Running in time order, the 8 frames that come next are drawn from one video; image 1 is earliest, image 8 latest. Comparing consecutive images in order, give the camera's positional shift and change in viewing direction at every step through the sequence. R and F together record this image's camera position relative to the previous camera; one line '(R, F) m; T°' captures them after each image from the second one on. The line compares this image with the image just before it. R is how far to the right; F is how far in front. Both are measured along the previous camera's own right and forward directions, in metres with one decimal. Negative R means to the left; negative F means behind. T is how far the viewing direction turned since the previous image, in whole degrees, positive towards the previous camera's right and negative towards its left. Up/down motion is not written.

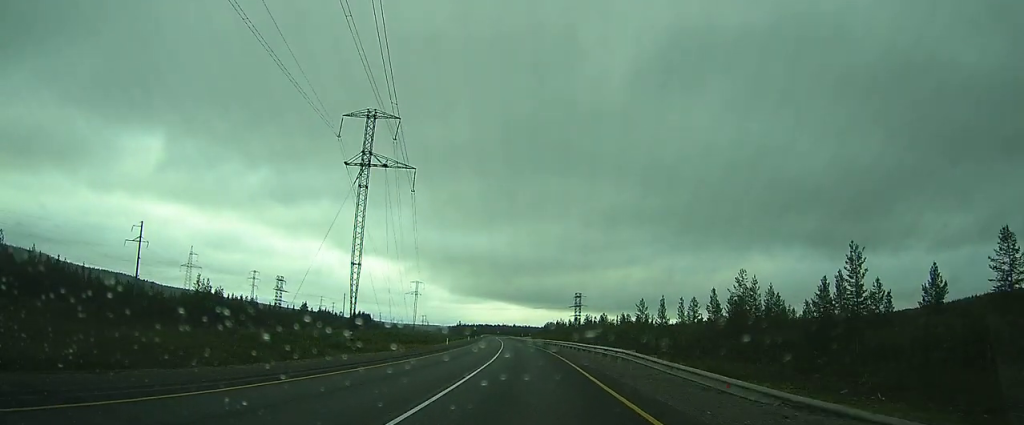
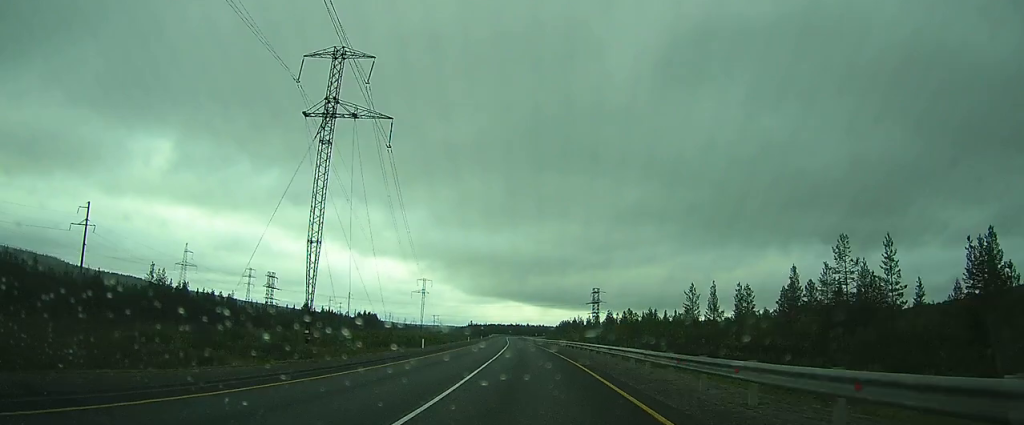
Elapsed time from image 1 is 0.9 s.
(-0.3, +16.7) m; -2°
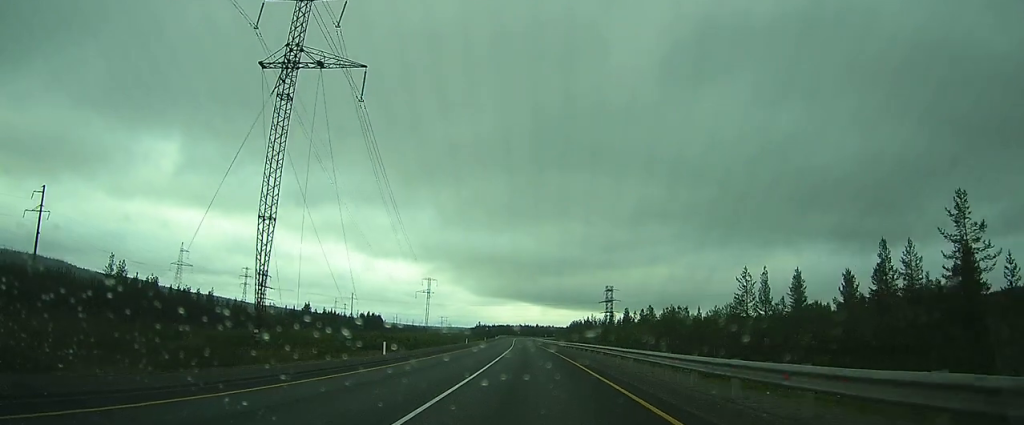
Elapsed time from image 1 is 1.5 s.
(-0.1, +10.2) m; -1°
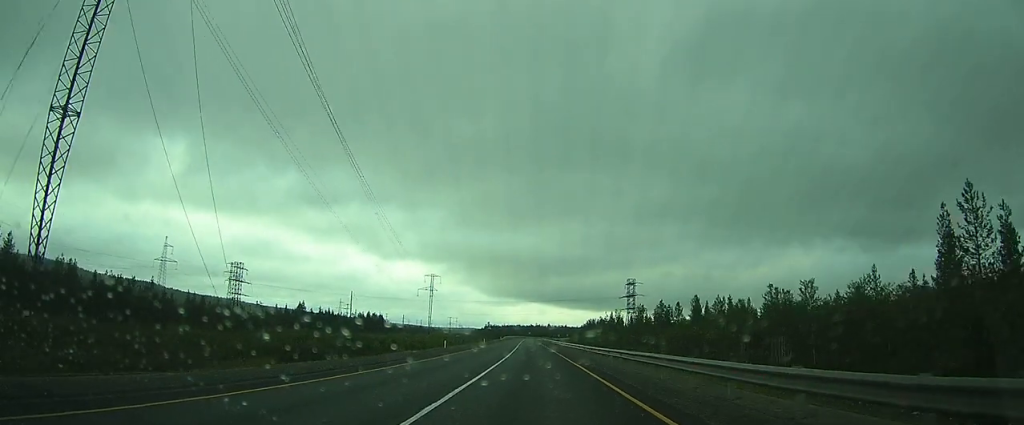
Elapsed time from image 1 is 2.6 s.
(-0.4, +19.6) m; -3°
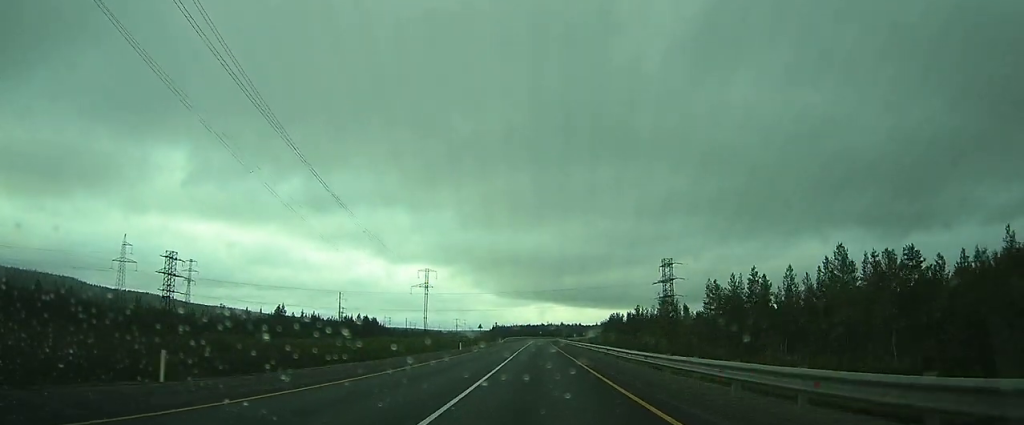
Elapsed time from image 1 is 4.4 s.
(-0.8, +37.3) m; -1°
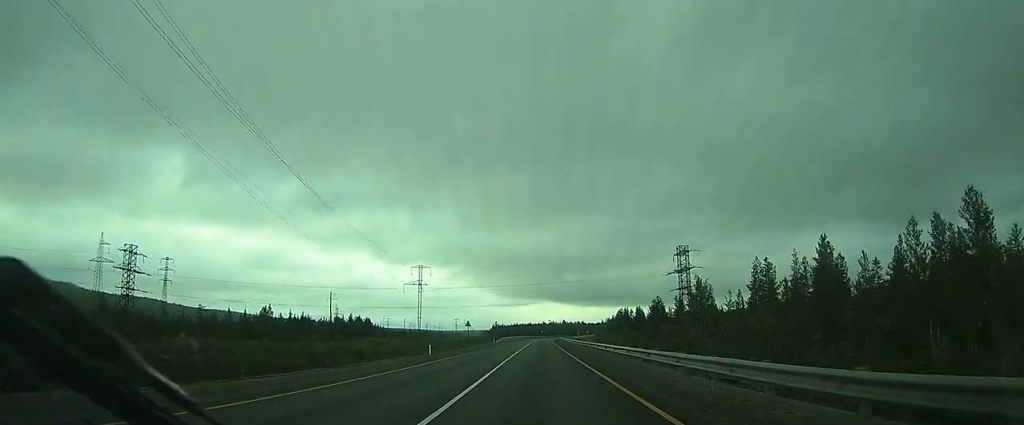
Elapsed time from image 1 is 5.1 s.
(0.0, +16.7) m; 0°
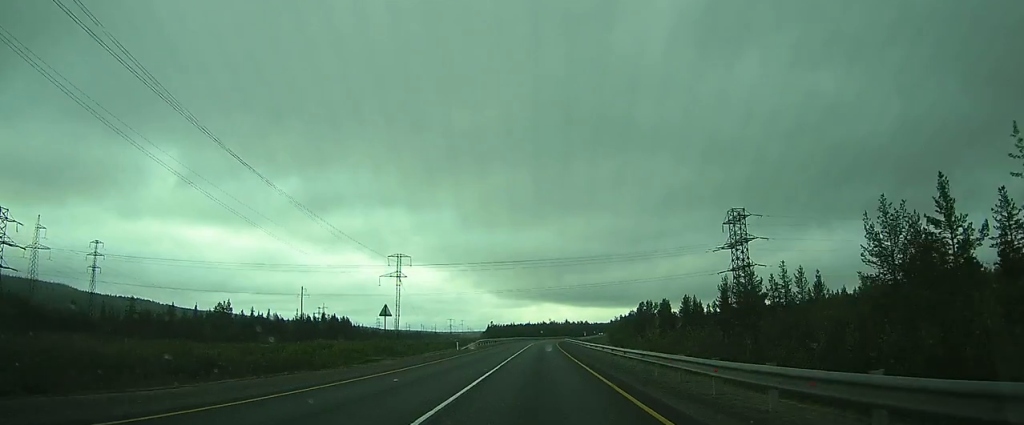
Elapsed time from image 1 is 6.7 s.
(0.0, +41.8) m; 0°
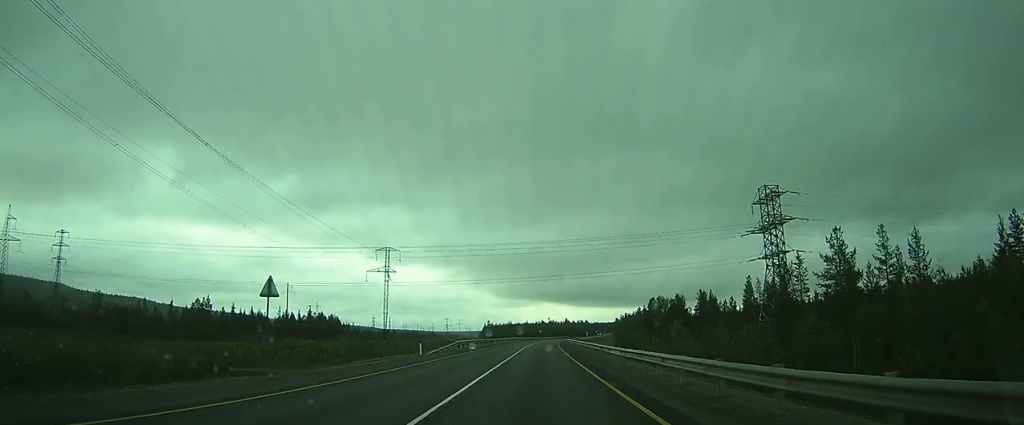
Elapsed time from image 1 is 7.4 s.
(0.0, +17.2) m; 0°
